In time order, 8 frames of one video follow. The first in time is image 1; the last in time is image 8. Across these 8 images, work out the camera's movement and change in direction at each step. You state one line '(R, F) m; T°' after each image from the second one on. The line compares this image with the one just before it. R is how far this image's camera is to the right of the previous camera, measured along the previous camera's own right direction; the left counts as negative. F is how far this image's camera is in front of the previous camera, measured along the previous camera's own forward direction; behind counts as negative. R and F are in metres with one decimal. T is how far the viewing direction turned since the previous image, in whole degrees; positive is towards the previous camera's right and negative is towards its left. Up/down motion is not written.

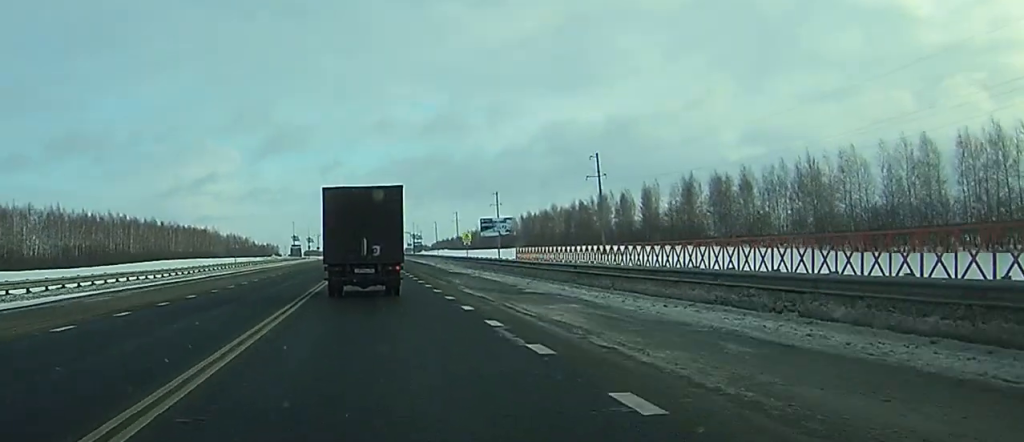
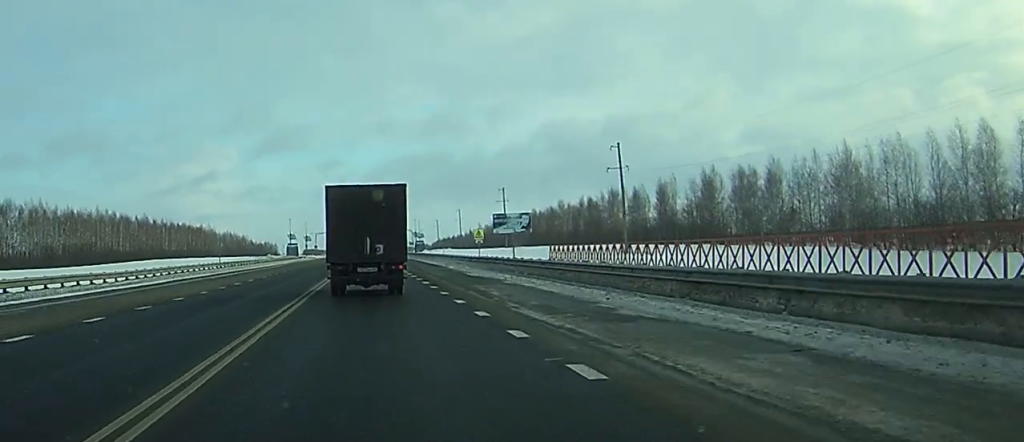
(0.0, +10.4) m; 0°
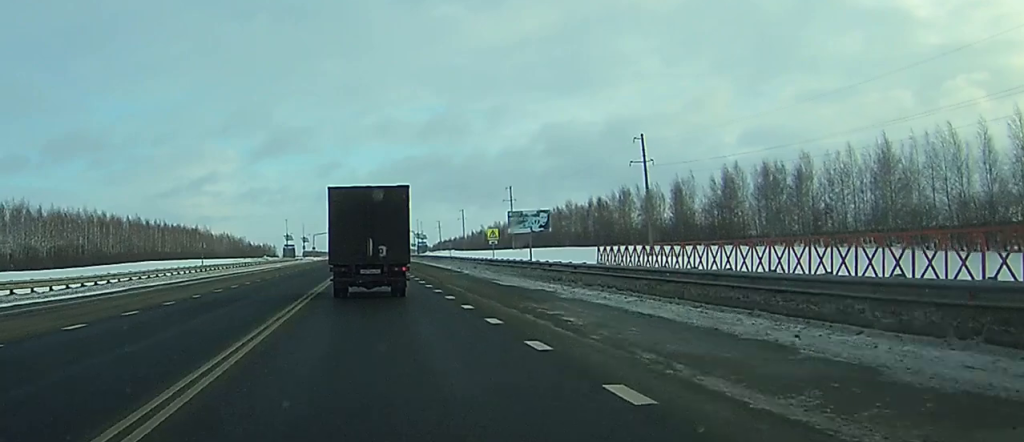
(+0.1, +9.5) m; 0°
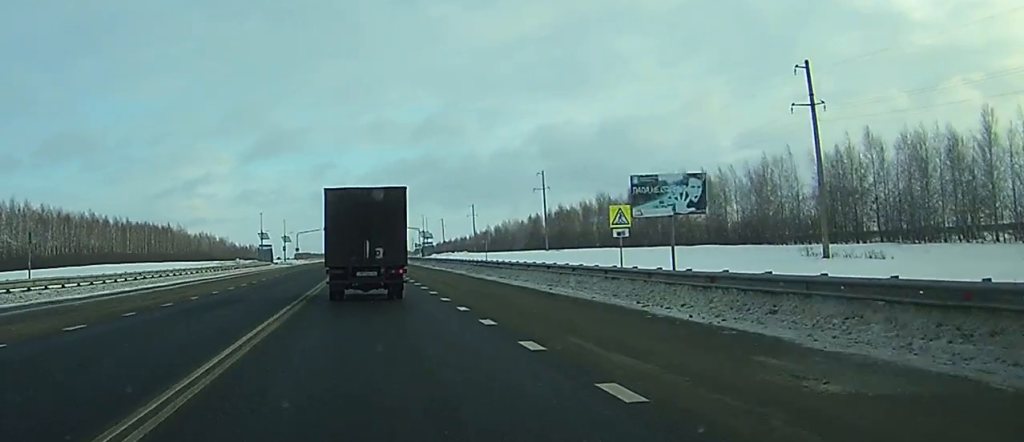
(0.0, +39.8) m; 0°
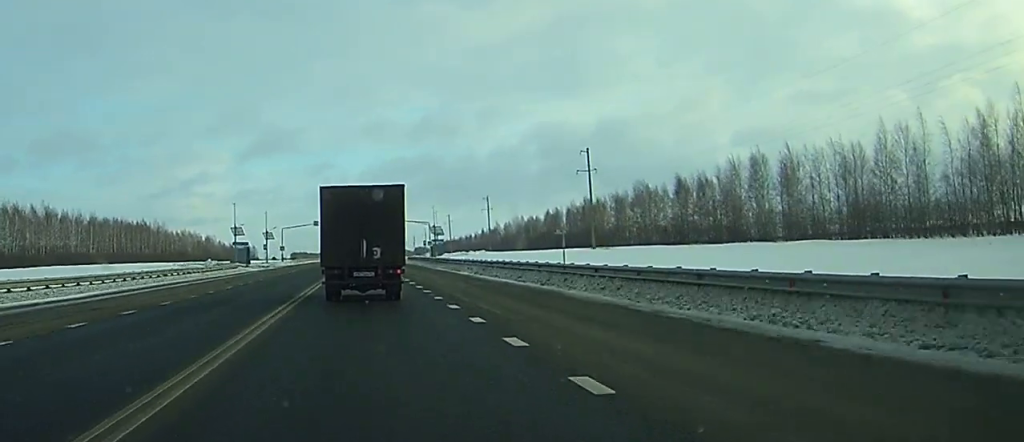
(0.0, +31.1) m; 0°
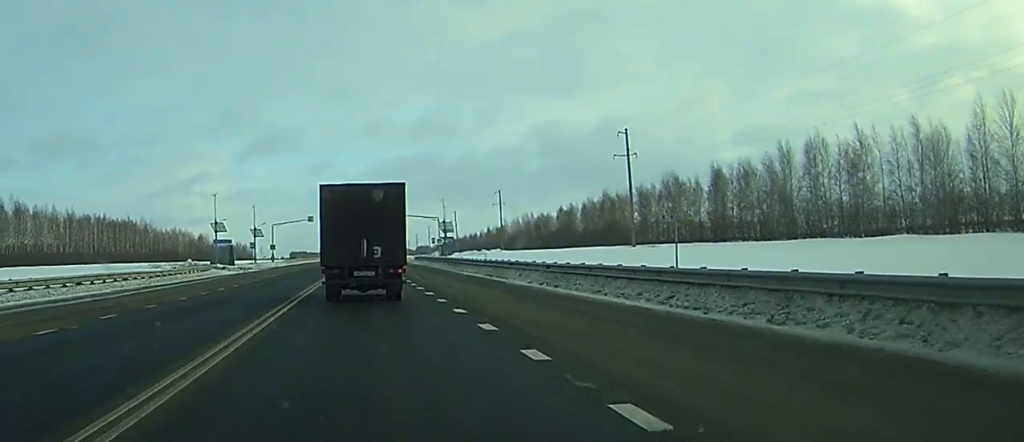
(0.0, +17.4) m; 0°
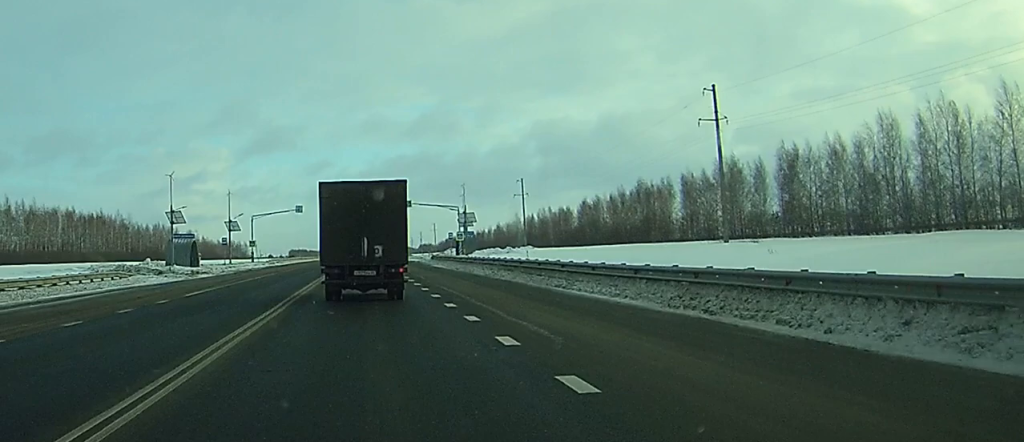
(0.0, +26.1) m; 0°
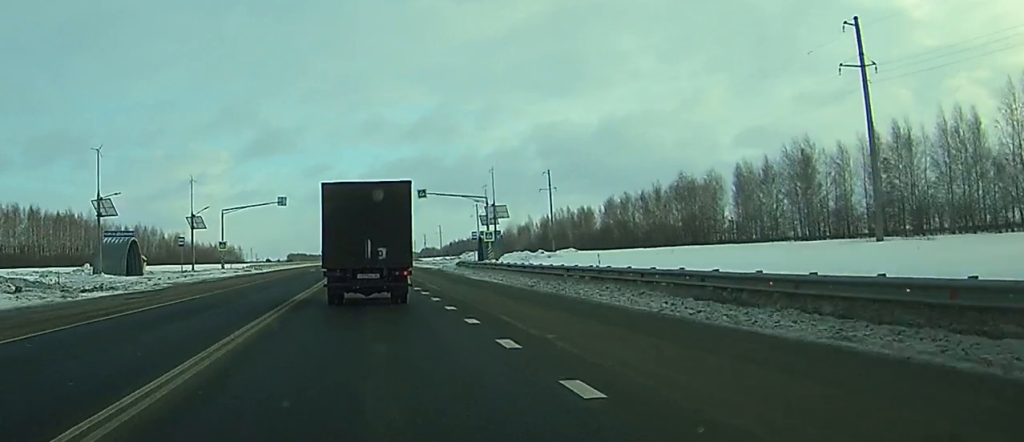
(0.0, +24.0) m; 0°
